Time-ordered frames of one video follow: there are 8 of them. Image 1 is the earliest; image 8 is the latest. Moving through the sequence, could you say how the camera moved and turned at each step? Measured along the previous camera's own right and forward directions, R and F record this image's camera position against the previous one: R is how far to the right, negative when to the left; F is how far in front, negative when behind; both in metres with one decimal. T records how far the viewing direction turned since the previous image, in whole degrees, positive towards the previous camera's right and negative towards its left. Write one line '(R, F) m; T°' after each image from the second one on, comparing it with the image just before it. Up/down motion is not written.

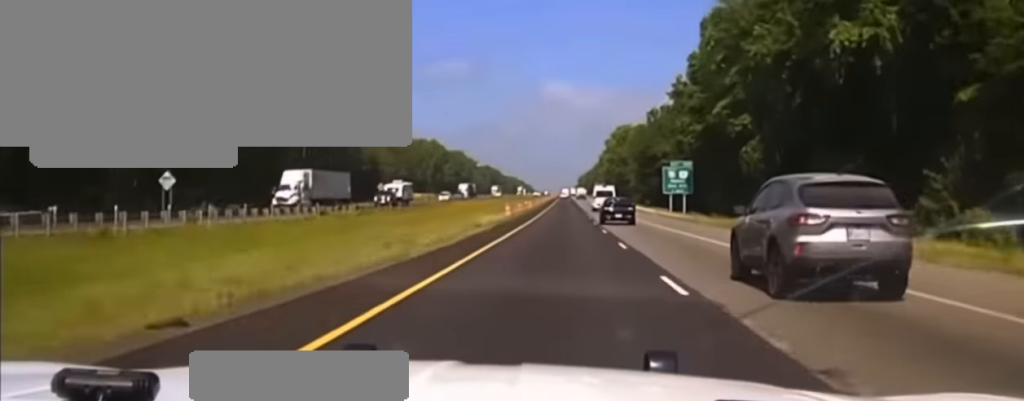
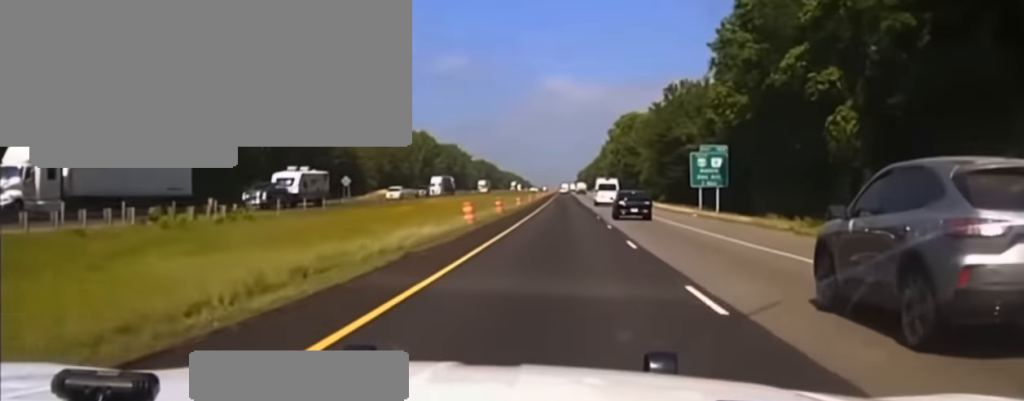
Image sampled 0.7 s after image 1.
(0.0, +26.6) m; 0°
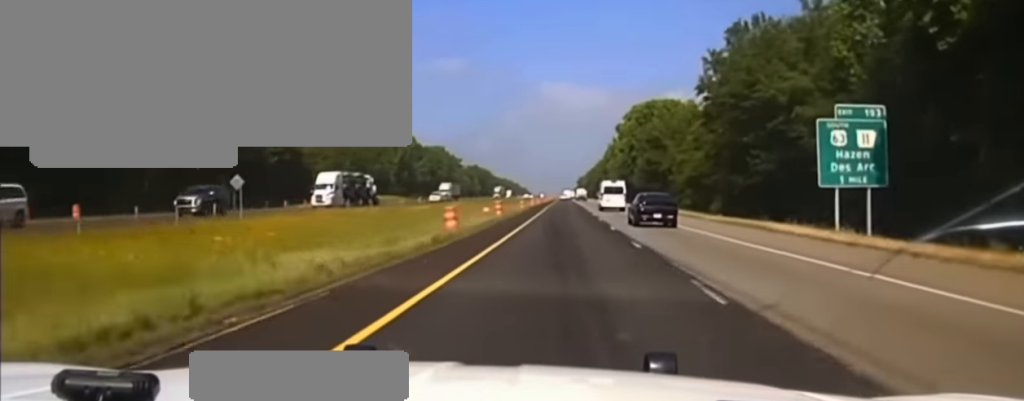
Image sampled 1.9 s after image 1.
(0.0, +47.3) m; 0°
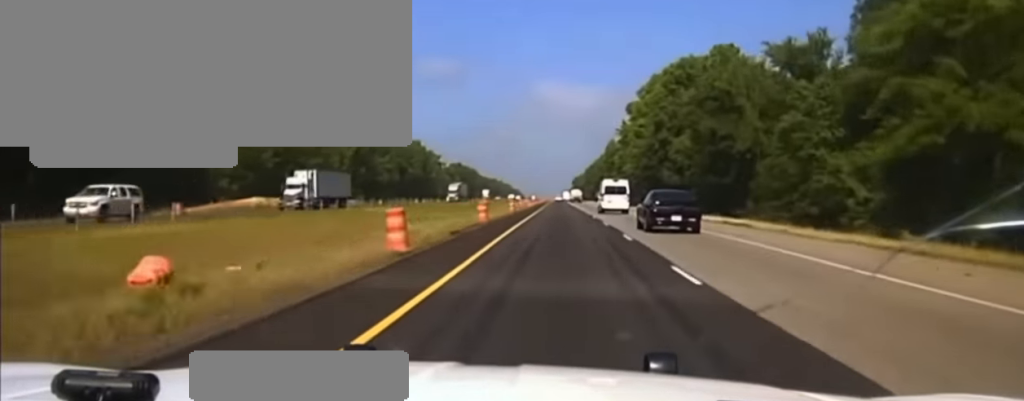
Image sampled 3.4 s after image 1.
(+0.7, +57.9) m; +2°
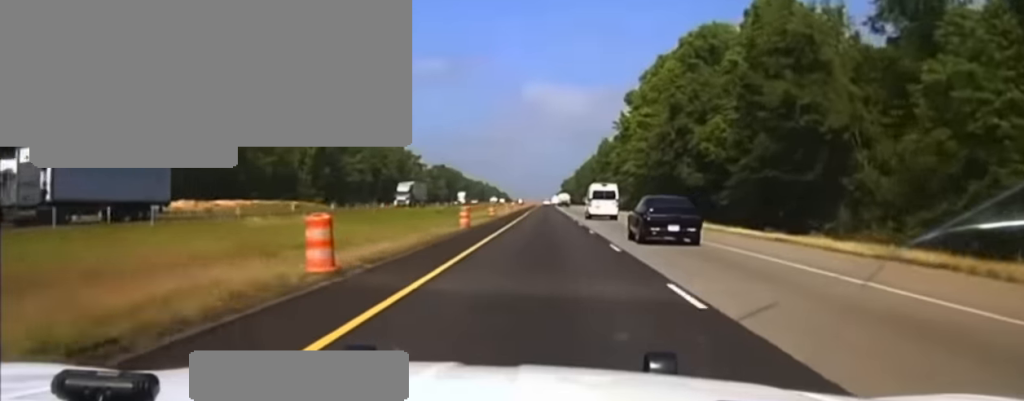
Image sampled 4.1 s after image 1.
(+0.4, +26.3) m; 0°
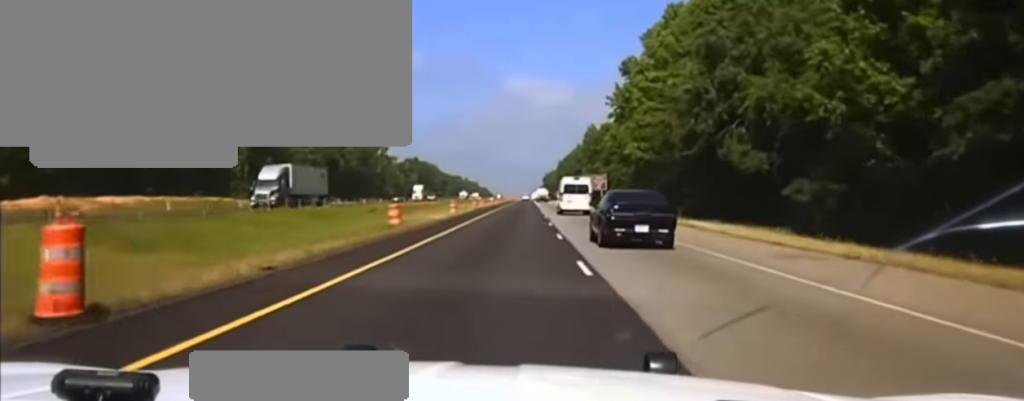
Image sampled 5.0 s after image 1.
(-0.1, +33.2) m; 0°
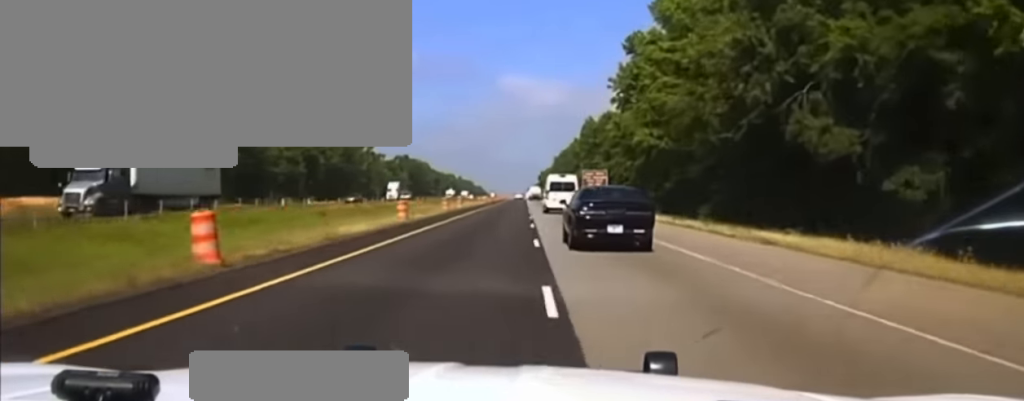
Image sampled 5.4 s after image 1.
(-0.2, +15.8) m; 0°
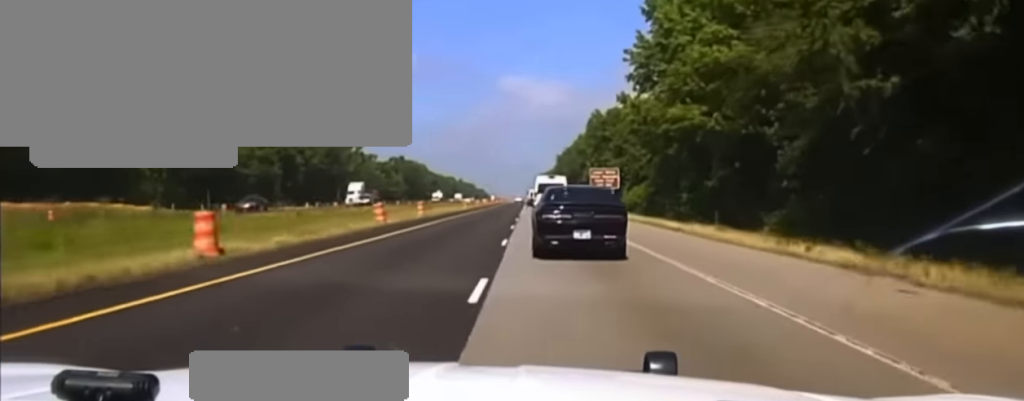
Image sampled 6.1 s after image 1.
(+0.4, +23.5) m; 0°
